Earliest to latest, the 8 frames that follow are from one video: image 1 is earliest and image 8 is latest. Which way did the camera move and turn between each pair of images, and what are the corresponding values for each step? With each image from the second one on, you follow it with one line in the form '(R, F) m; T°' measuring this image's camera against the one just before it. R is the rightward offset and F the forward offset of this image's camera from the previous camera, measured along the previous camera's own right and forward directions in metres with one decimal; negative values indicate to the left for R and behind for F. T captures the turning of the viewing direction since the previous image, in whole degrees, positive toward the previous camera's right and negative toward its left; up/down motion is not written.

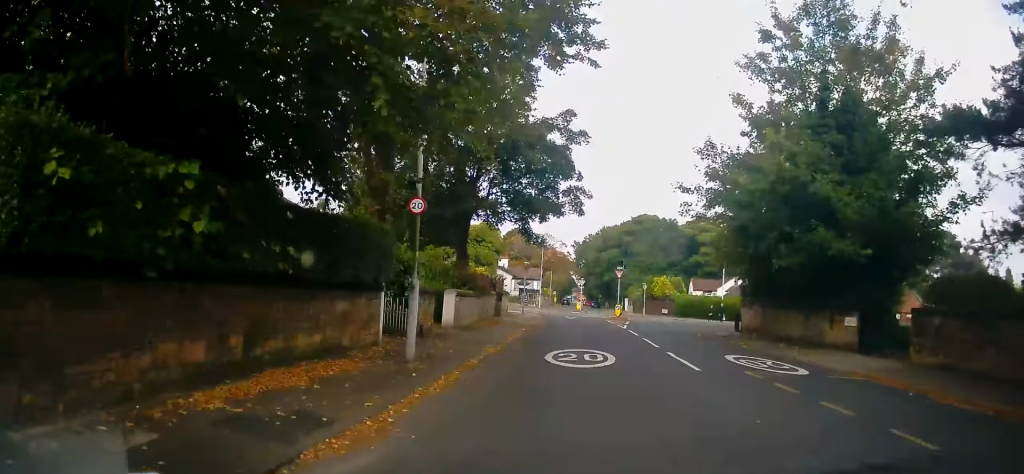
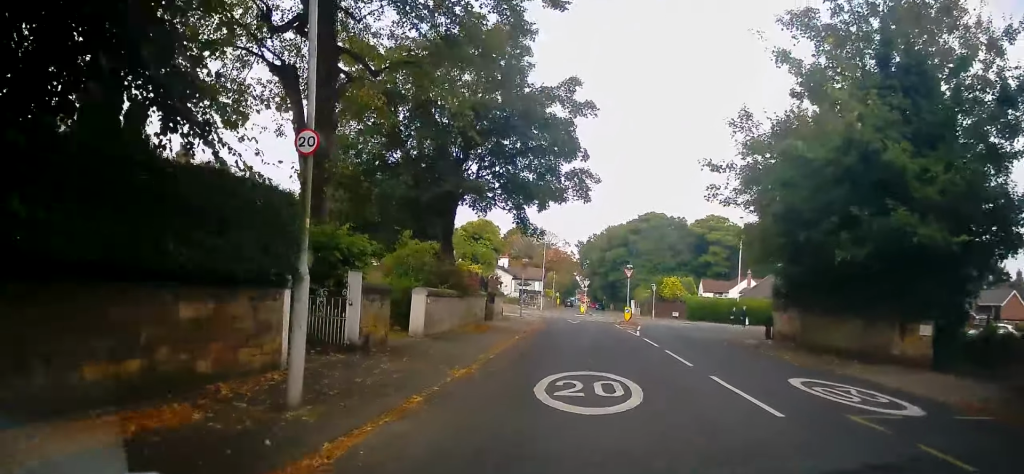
(+0.1, +4.6) m; +1°
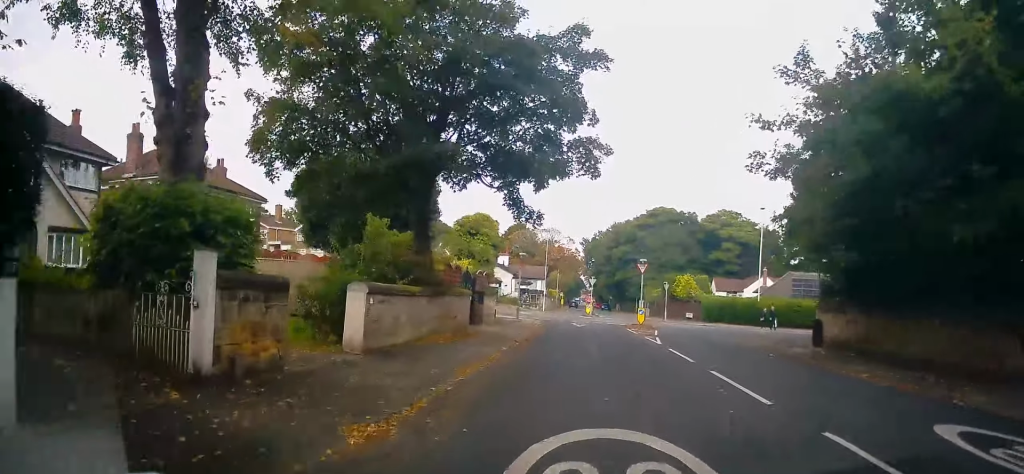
(+0.1, +5.1) m; -1°
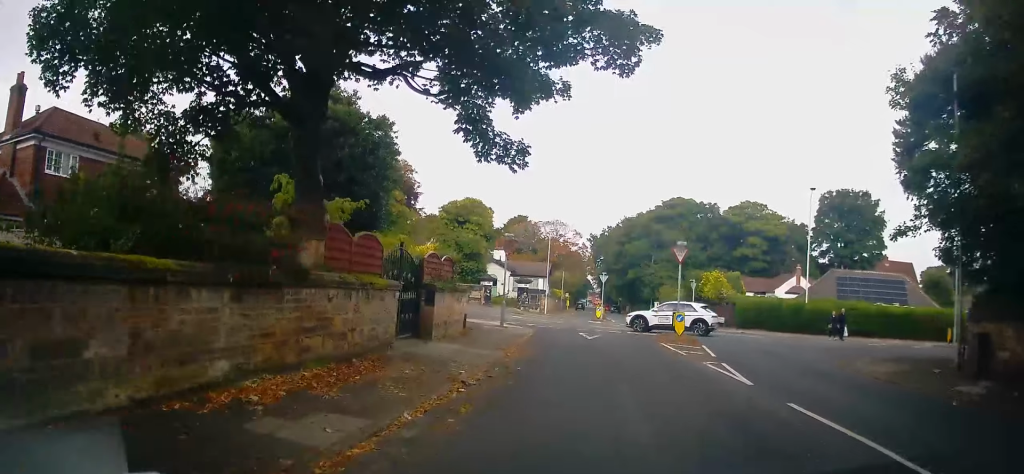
(-0.4, +9.7) m; 0°
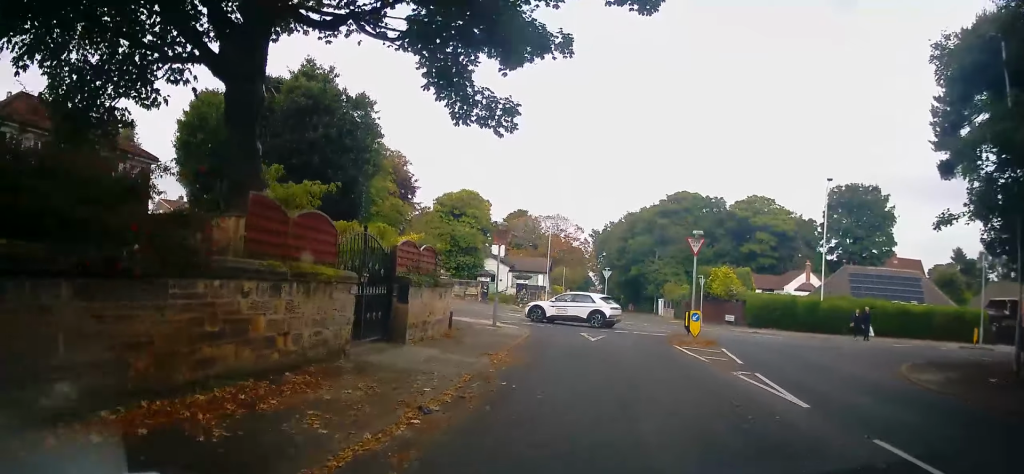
(0.0, +2.5) m; 0°
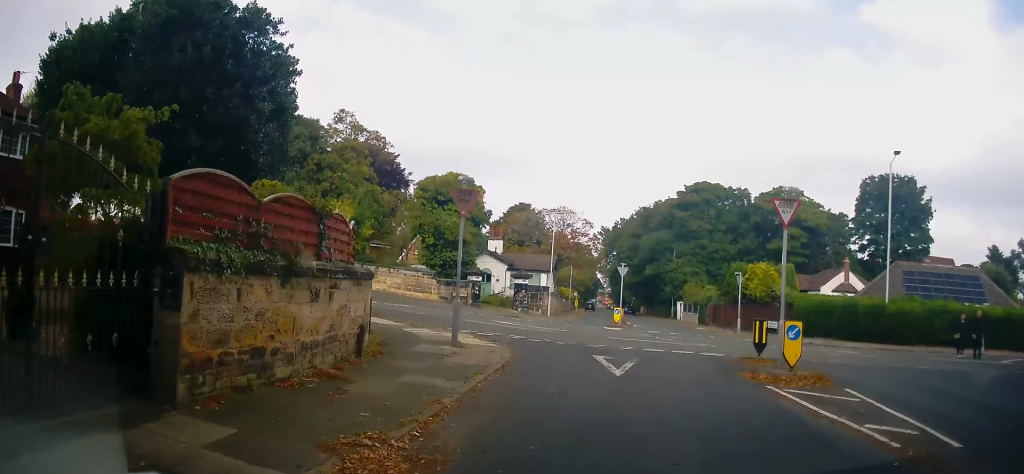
(-0.3, +8.2) m; -5°
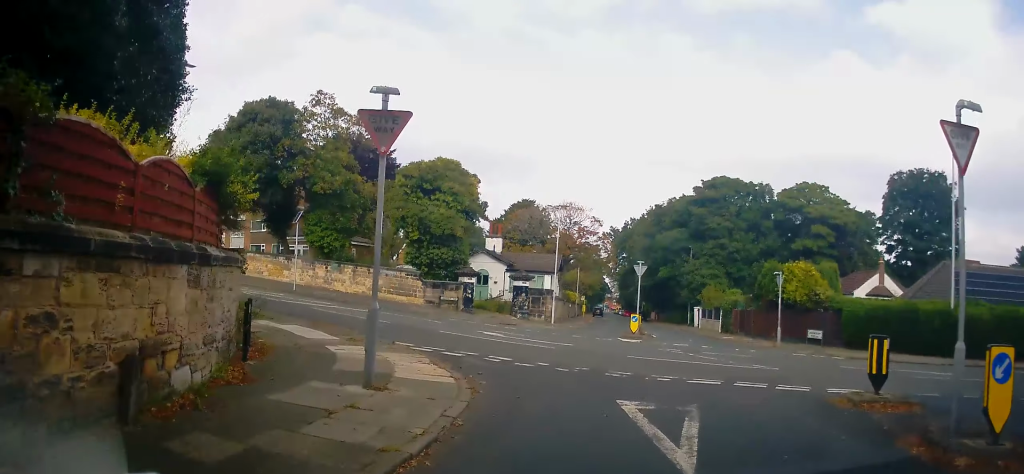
(+0.1, +6.1) m; +4°
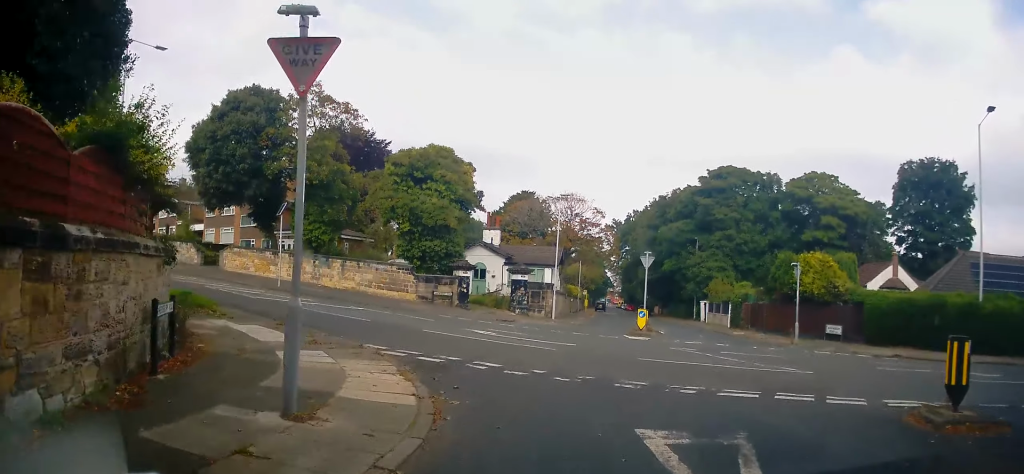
(+0.1, +2.3) m; 0°
